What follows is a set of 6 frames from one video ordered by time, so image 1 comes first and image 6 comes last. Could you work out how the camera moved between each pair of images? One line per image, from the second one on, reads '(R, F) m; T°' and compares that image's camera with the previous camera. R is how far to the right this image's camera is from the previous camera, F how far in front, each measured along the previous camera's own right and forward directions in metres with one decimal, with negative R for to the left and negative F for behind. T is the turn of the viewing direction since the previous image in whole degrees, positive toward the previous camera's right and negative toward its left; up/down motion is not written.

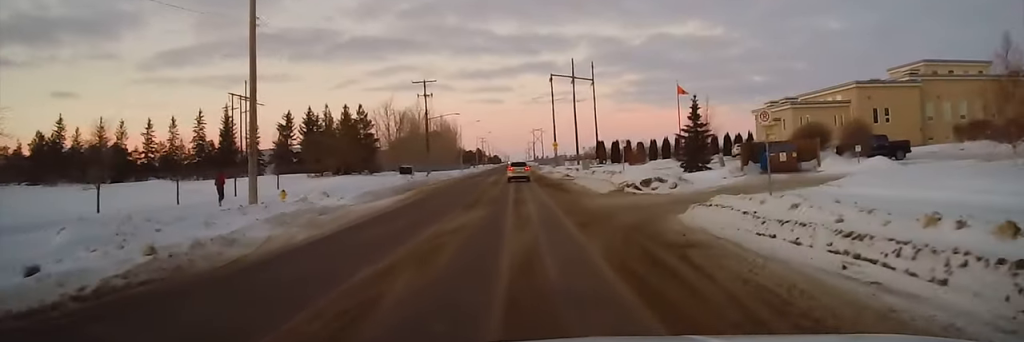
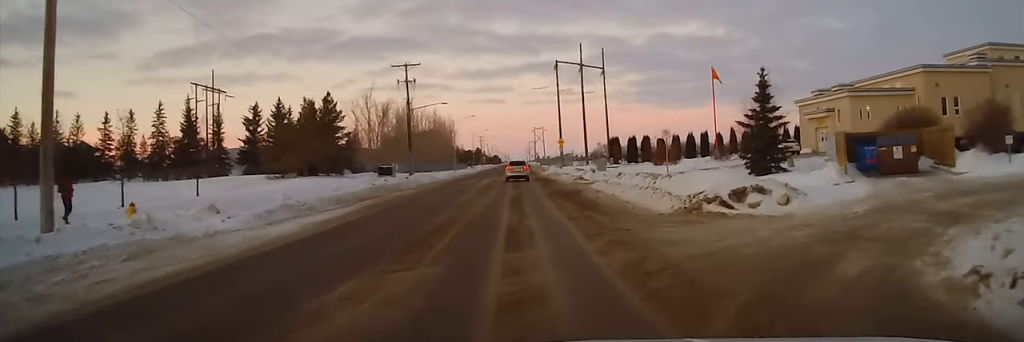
(0.0, +12.8) m; 0°
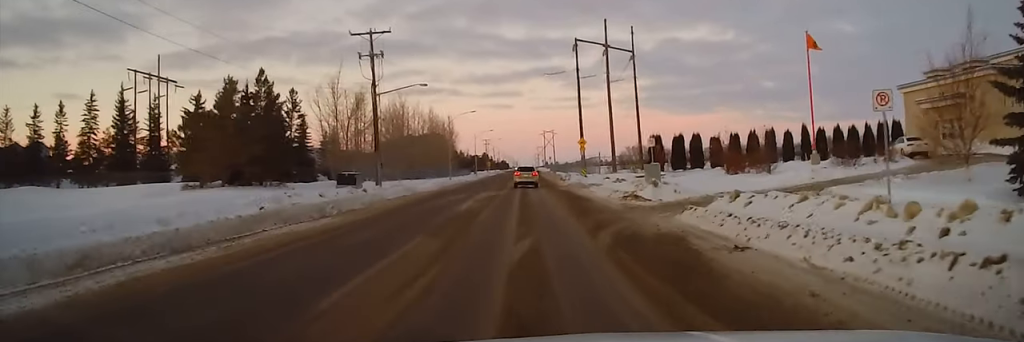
(0.0, +18.7) m; 0°
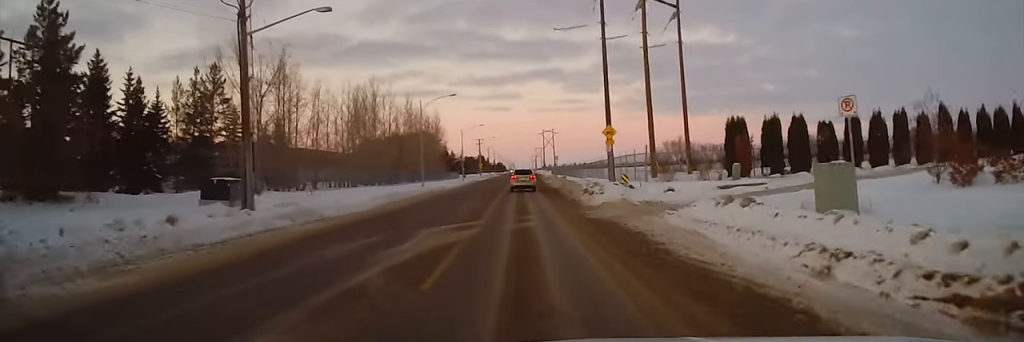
(0.0, +22.7) m; 0°
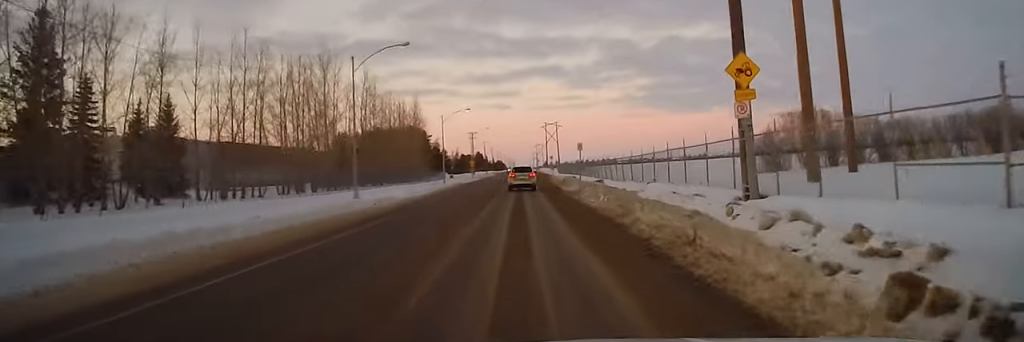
(0.0, +26.5) m; -1°
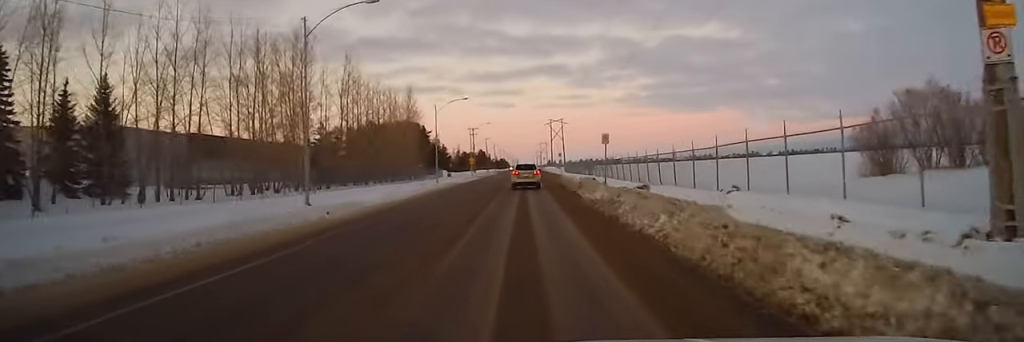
(0.0, +9.8) m; -1°
